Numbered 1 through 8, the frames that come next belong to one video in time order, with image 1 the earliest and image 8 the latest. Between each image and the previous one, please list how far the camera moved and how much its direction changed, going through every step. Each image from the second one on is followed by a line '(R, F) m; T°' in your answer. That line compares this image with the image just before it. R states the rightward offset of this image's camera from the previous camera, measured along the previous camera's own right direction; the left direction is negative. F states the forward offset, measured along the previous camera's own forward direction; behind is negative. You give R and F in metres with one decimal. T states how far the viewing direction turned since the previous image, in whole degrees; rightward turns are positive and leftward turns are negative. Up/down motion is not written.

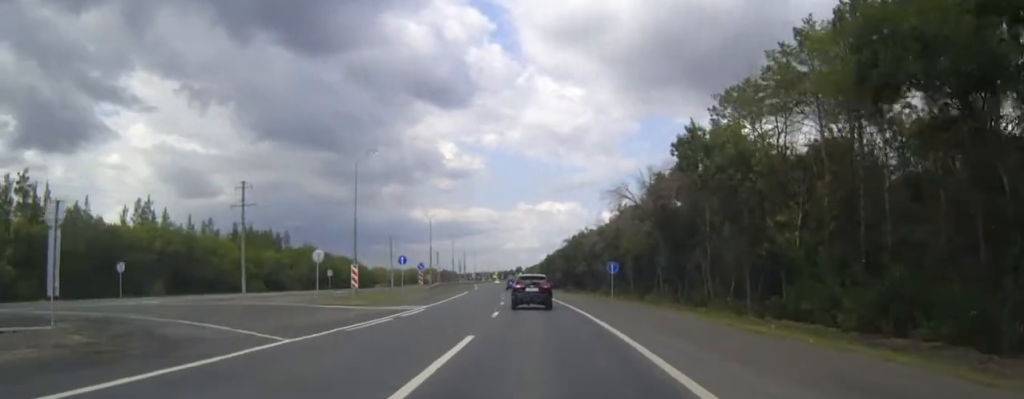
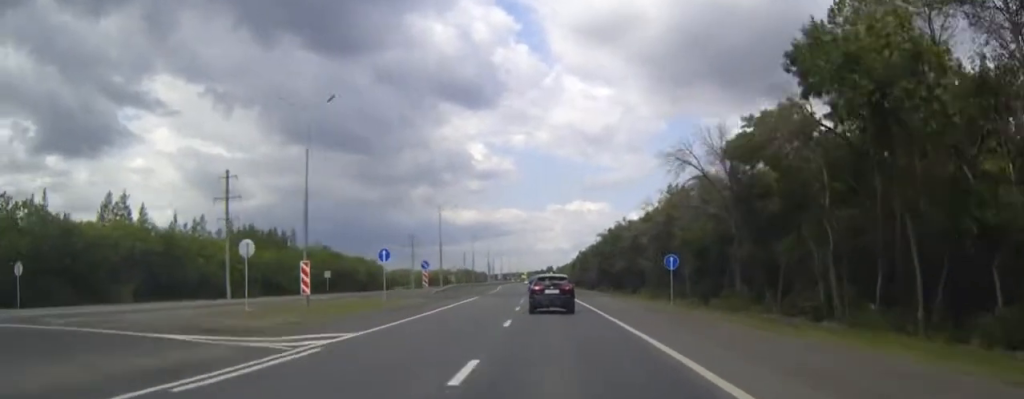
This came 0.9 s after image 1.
(-0.2, +17.5) m; -2°
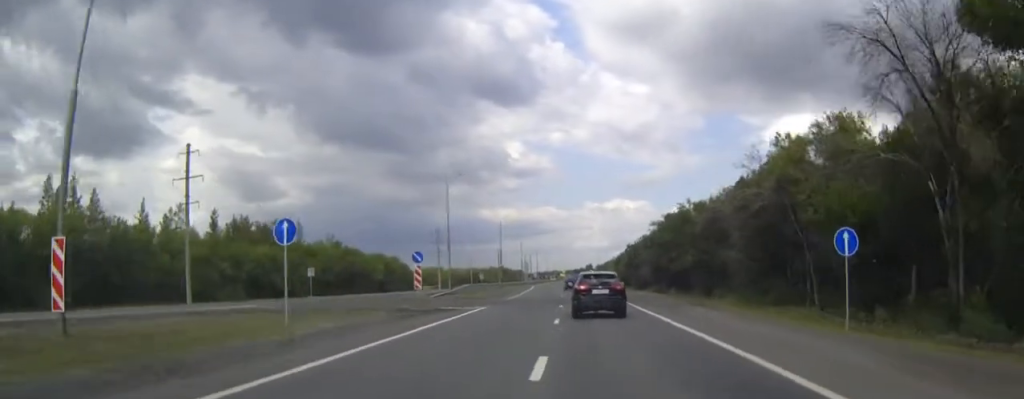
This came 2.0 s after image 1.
(-0.6, +23.9) m; -2°
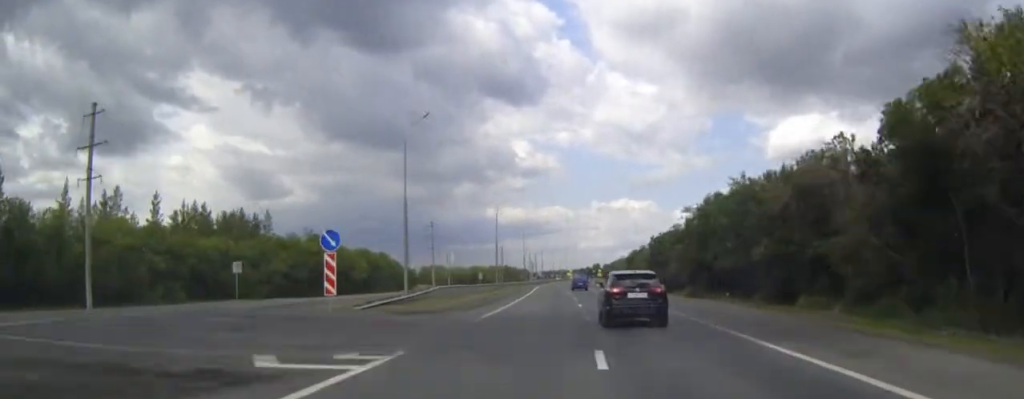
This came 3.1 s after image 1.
(-0.2, +22.8) m; -1°
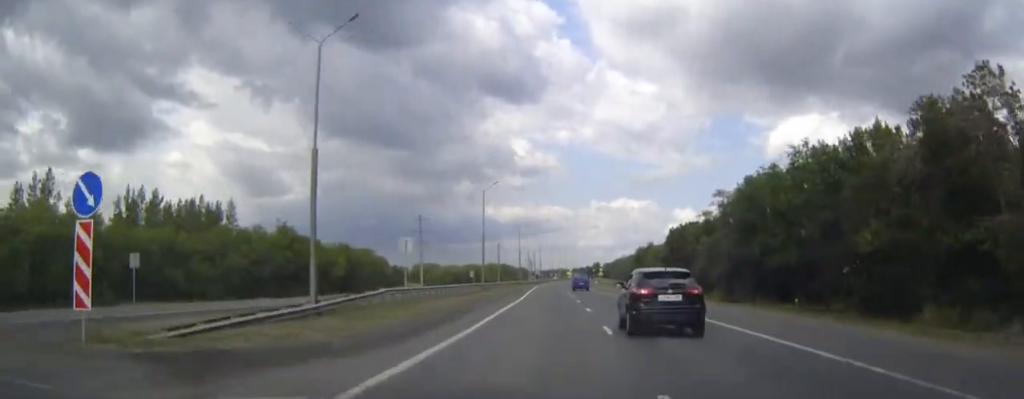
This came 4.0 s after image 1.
(0.0, +17.4) m; 0°
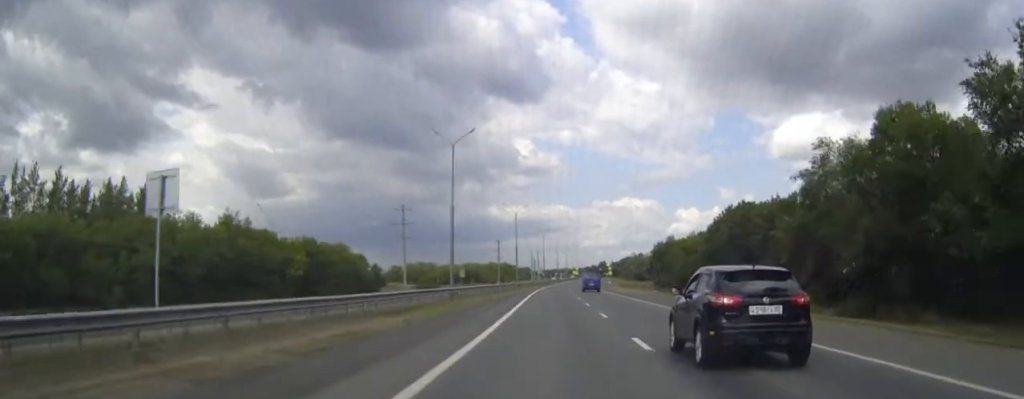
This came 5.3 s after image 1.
(0.0, +27.5) m; 0°
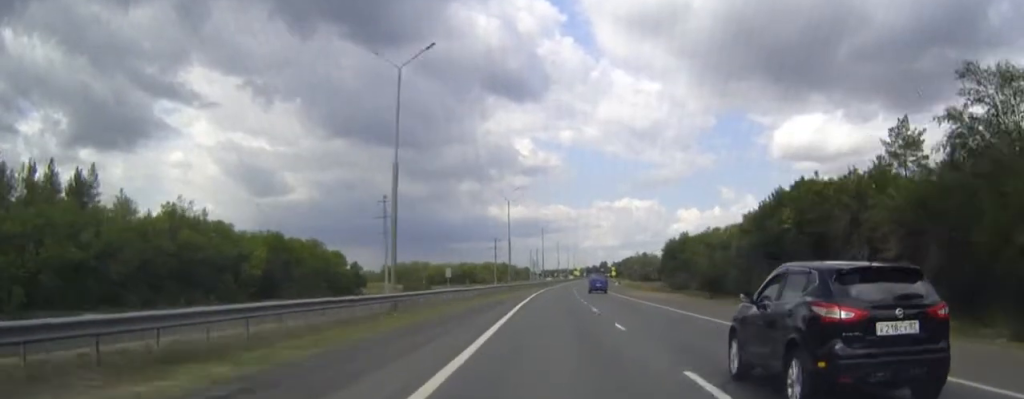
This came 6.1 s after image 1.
(0.0, +18.3) m; 0°
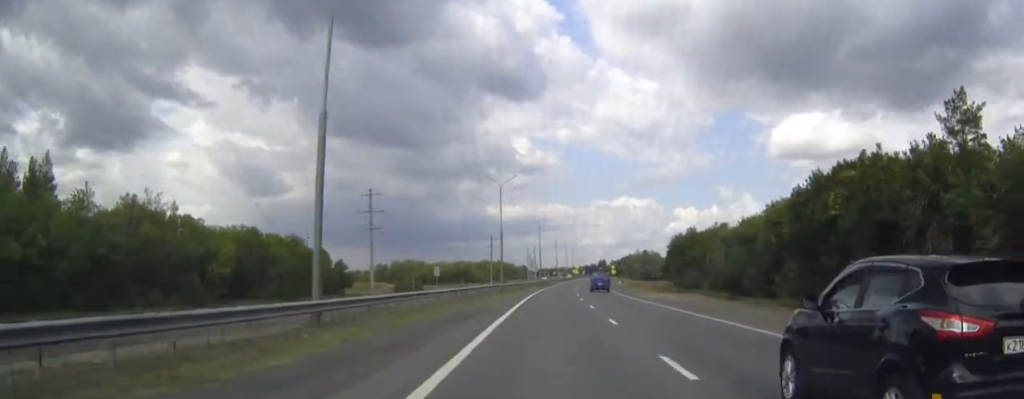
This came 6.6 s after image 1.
(0.0, +9.9) m; 0°
